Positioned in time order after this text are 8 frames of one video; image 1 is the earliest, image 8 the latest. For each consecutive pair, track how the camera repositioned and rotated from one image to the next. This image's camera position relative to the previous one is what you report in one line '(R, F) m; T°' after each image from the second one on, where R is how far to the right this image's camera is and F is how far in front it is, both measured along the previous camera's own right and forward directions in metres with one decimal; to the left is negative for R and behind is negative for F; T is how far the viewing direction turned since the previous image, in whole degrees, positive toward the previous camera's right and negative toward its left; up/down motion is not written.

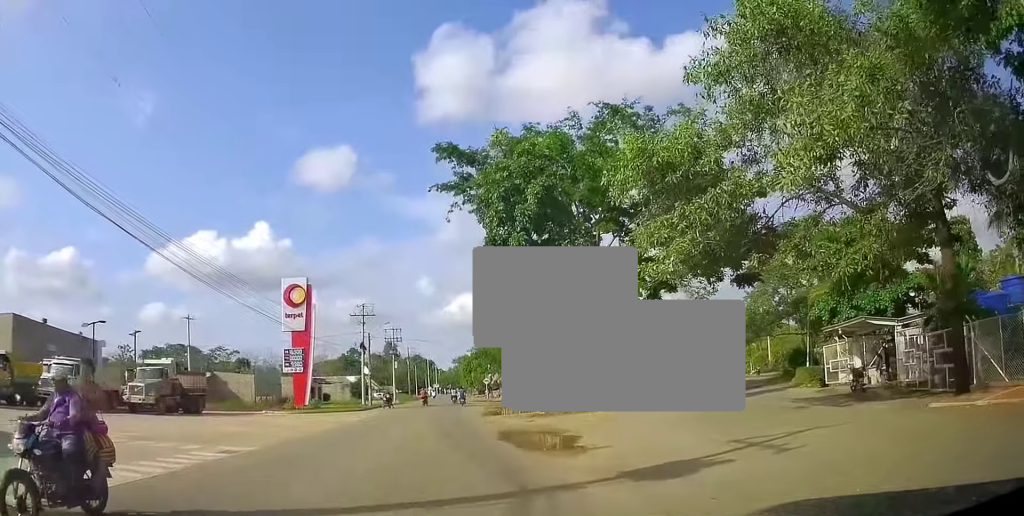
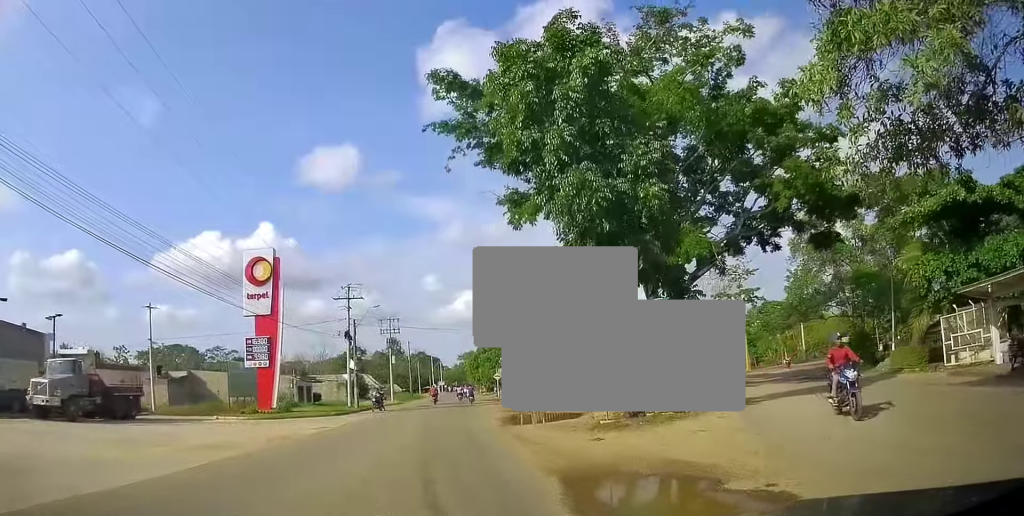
(+0.3, +9.6) m; +1°
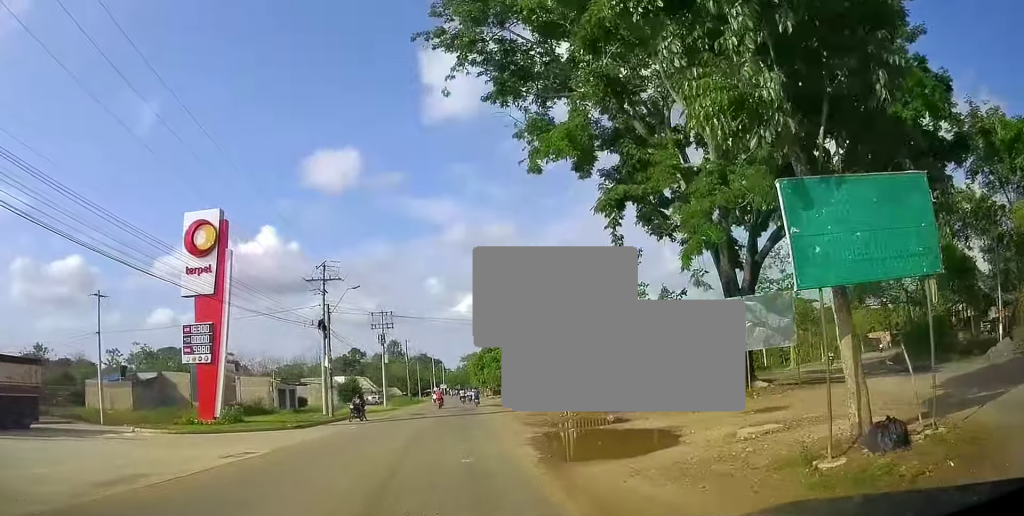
(-0.2, +9.2) m; -2°
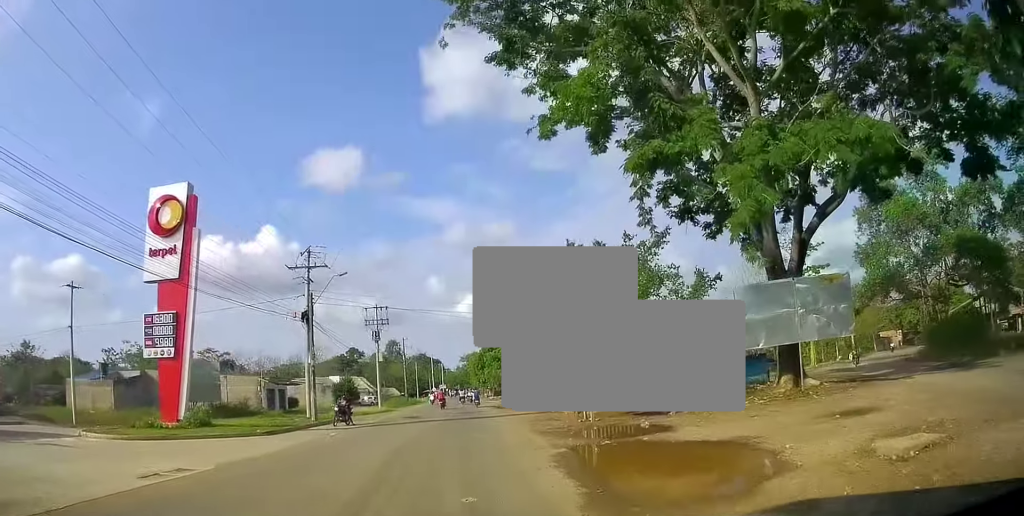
(-0.2, +3.8) m; -1°
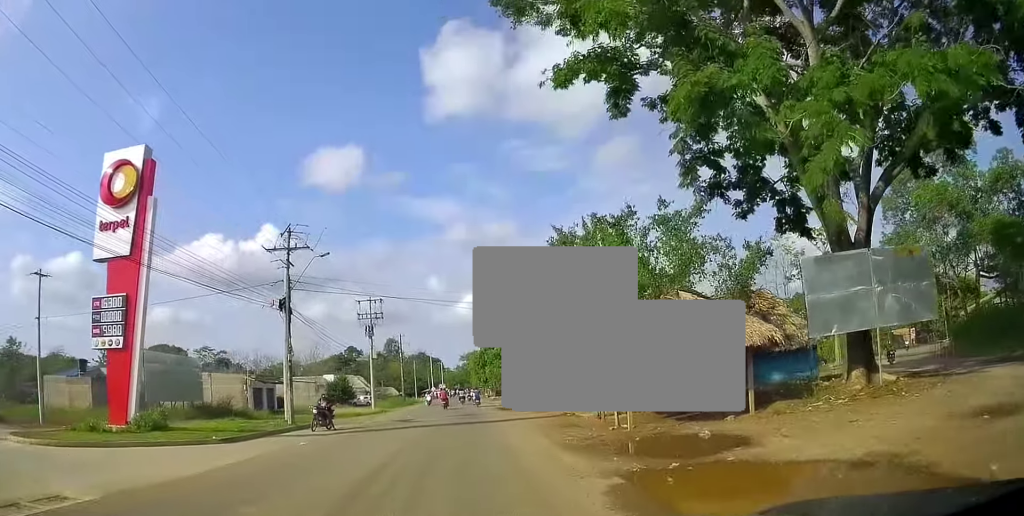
(+0.2, +4.1) m; +1°
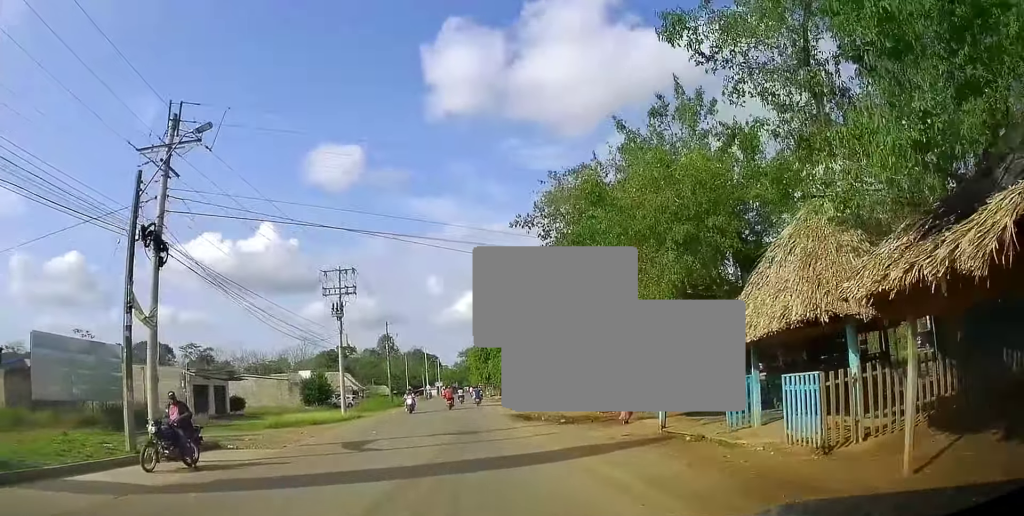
(+0.2, +13.1) m; +3°
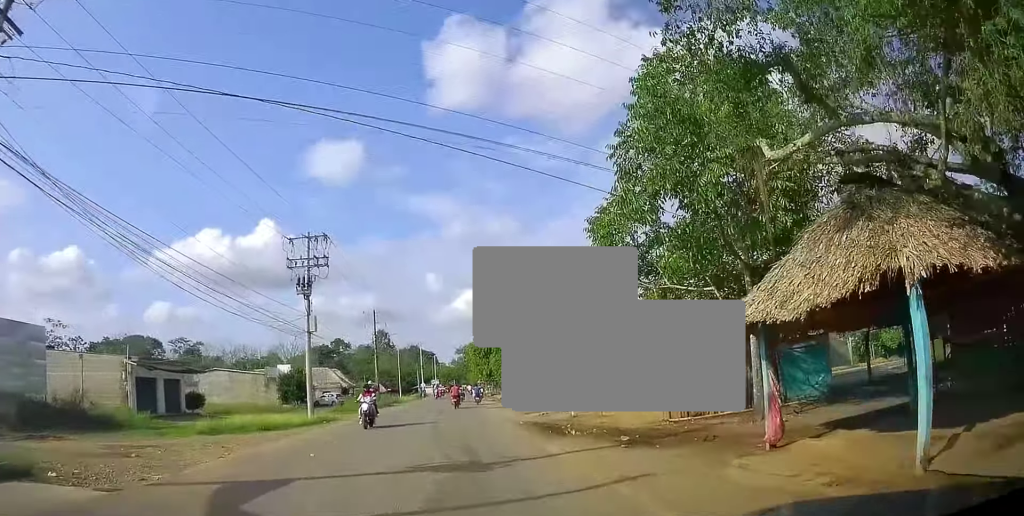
(+0.4, +8.4) m; -2°
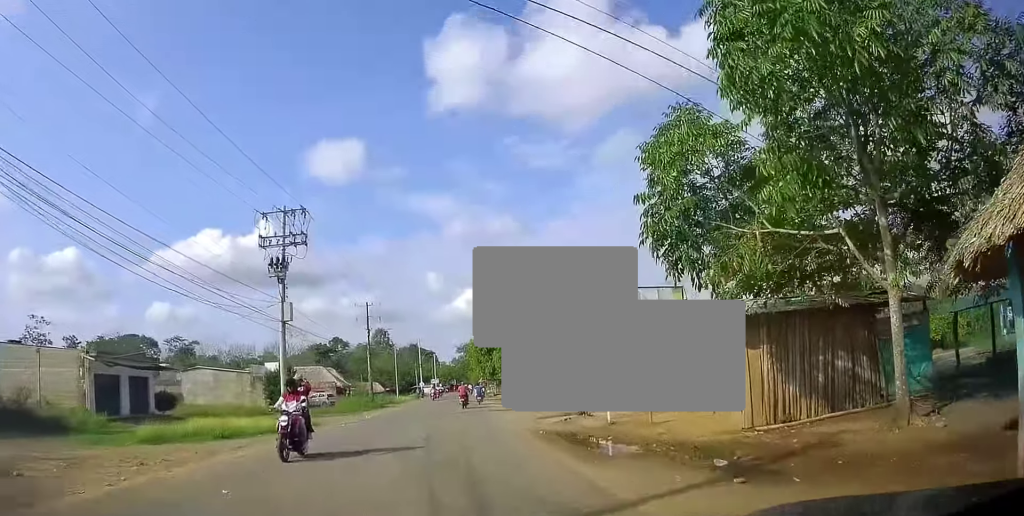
(-0.3, +4.8) m; -1°
